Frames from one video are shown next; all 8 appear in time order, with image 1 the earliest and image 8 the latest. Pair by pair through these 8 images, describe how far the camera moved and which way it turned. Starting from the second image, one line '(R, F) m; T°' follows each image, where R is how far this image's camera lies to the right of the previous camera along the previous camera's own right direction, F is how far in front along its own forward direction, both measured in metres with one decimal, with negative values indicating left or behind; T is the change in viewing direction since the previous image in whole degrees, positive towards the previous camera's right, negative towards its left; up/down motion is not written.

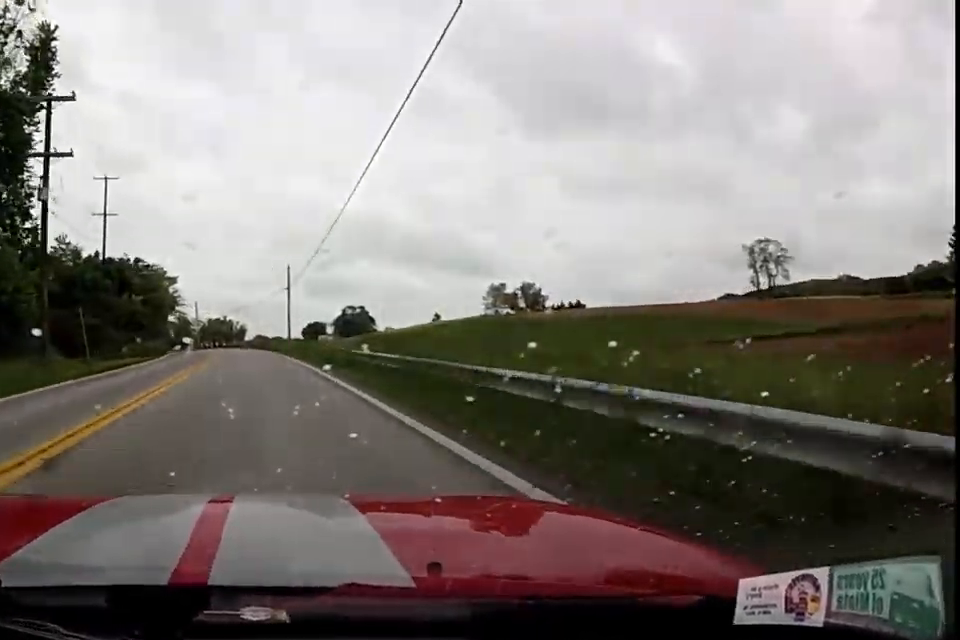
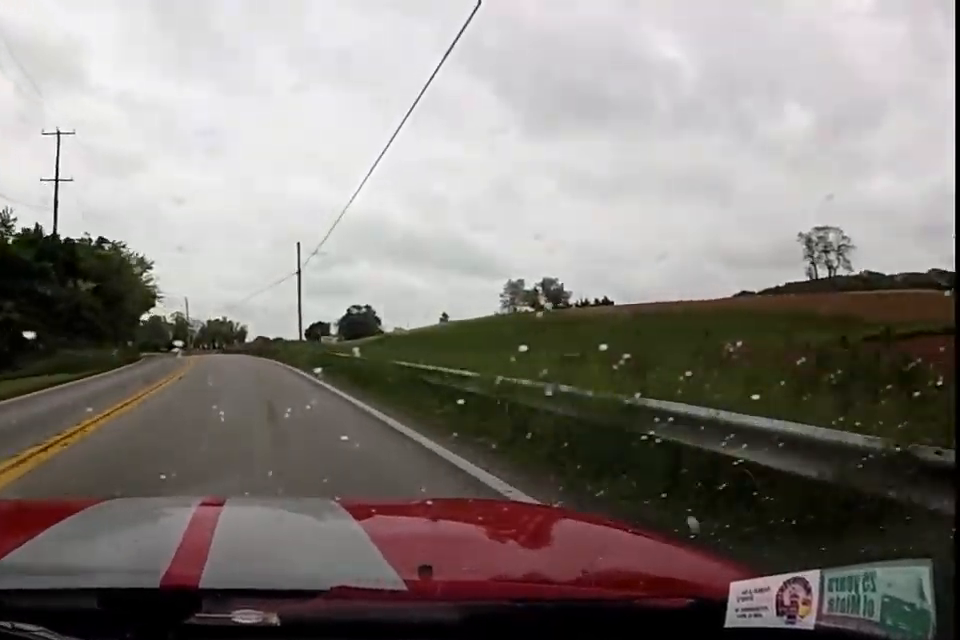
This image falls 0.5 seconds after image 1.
(0.0, +14.9) m; 0°
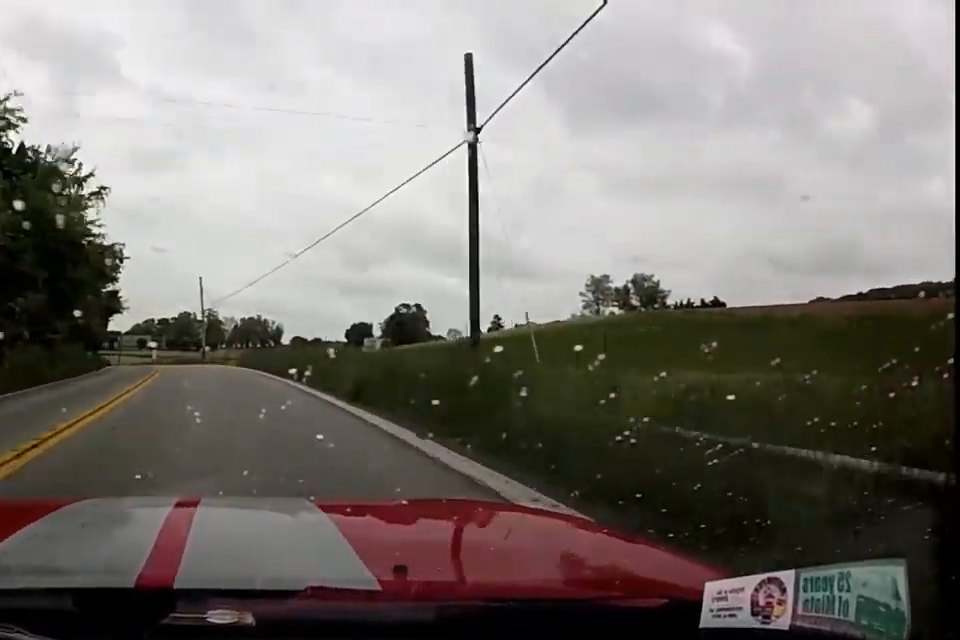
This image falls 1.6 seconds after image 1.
(-0.1, +29.2) m; -7°
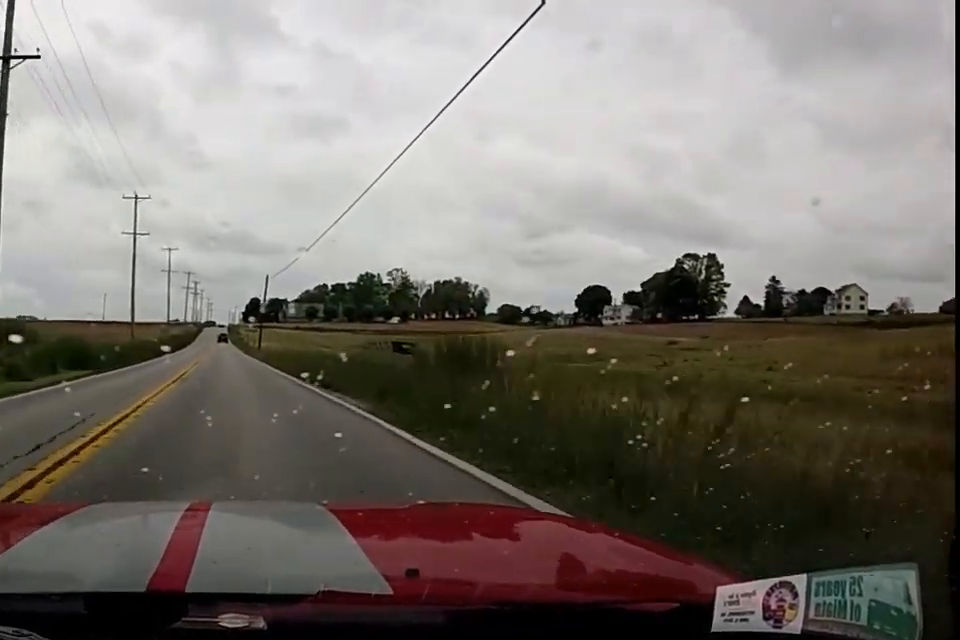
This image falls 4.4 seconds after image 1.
(-12.8, +77.7) m; -9°
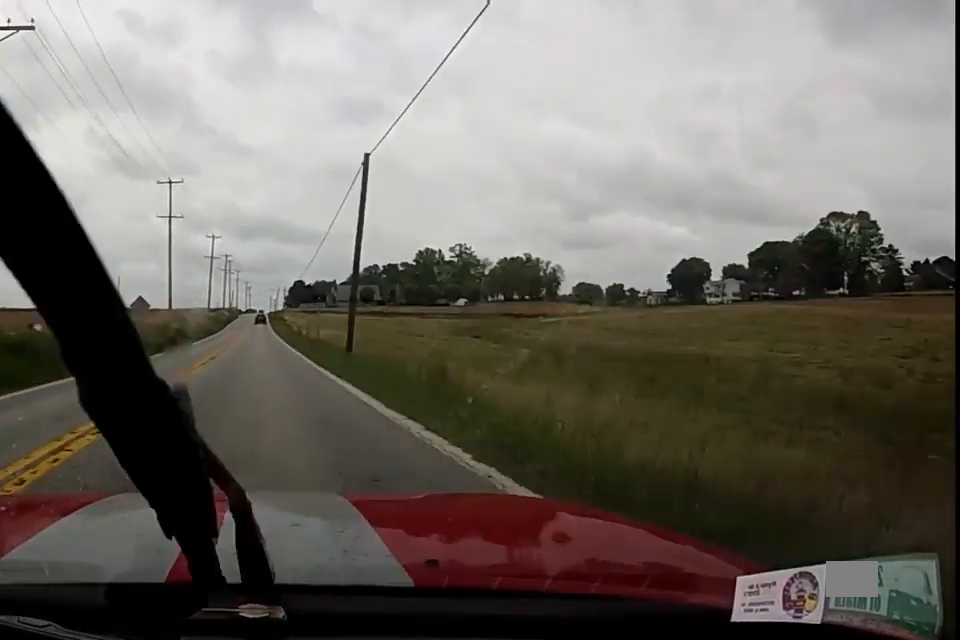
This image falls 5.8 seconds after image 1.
(+0.9, +36.5) m; -1°
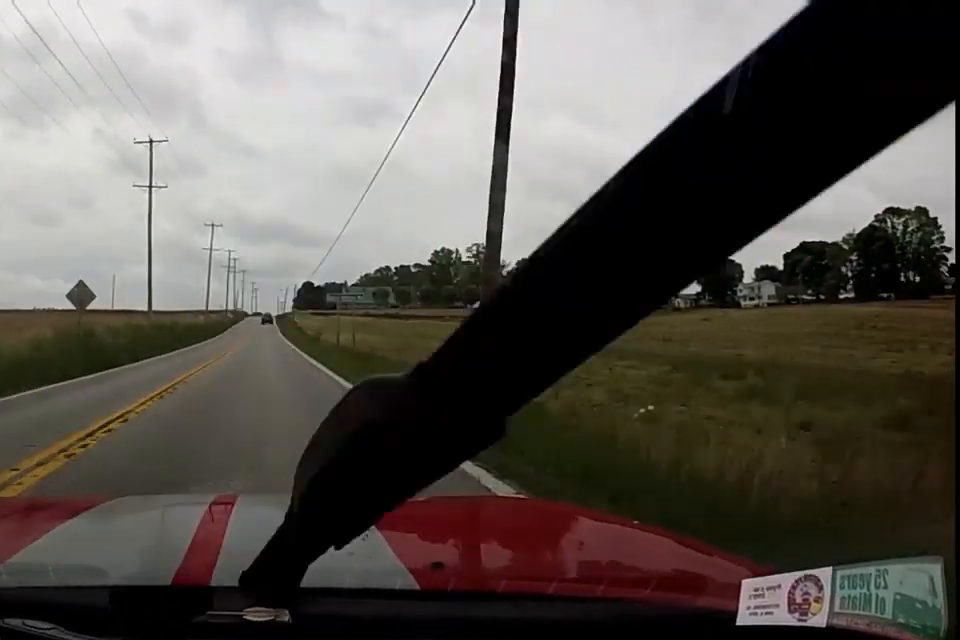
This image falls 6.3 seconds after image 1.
(-0.5, +13.1) m; -2°
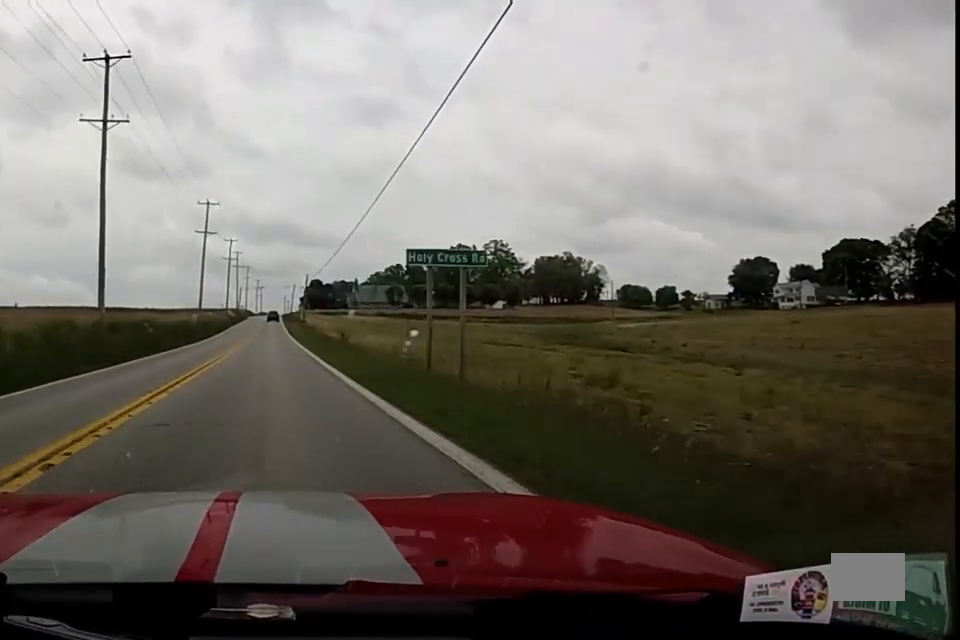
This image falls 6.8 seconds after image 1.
(-0.2, +13.8) m; -1°
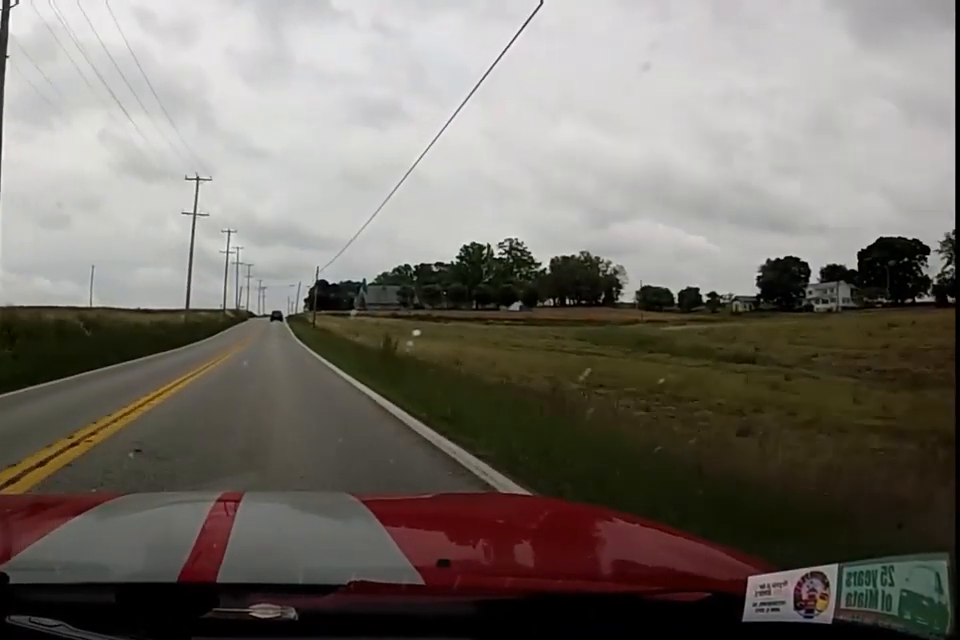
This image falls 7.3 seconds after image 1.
(0.0, +12.0) m; 0°
